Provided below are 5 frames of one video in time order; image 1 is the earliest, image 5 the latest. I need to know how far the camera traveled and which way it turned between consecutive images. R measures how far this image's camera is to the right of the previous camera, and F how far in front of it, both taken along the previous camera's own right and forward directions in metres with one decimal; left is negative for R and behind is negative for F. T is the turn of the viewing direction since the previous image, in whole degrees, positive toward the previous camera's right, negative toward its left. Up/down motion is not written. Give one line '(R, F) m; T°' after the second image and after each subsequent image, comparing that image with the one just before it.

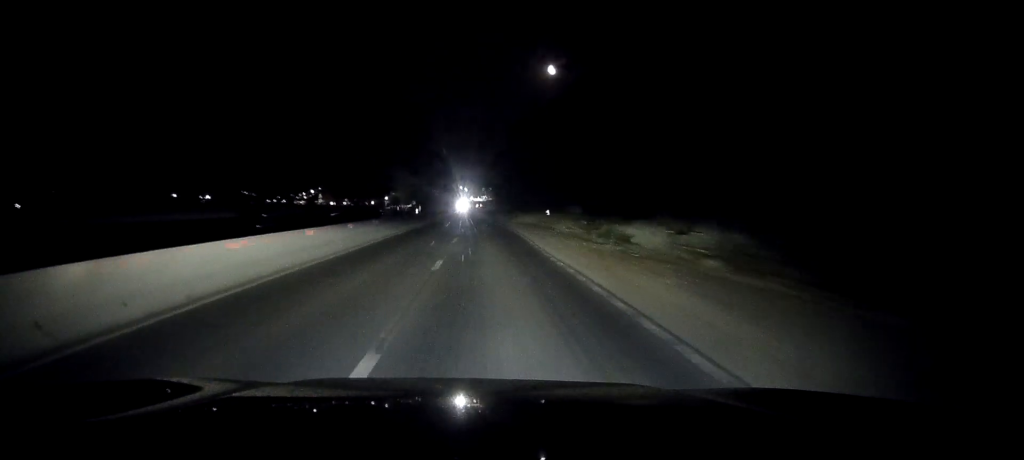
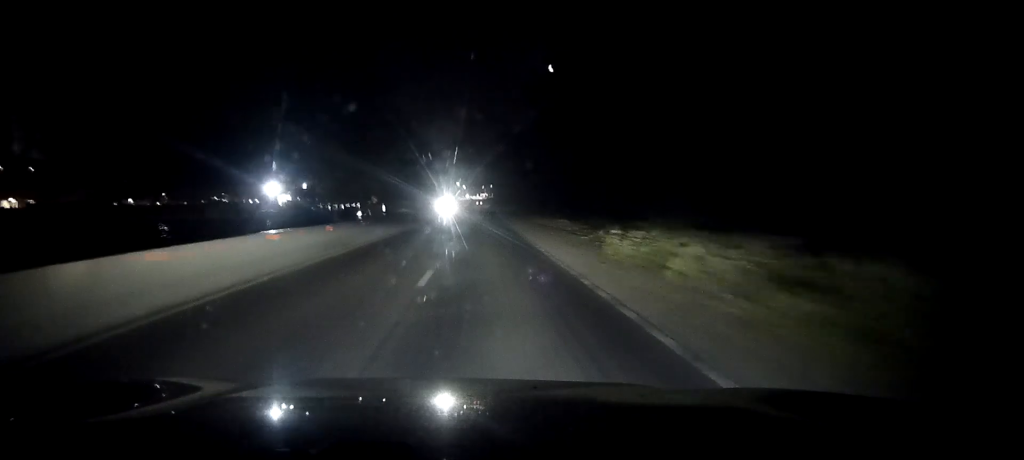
(+0.1, +63.7) m; 0°
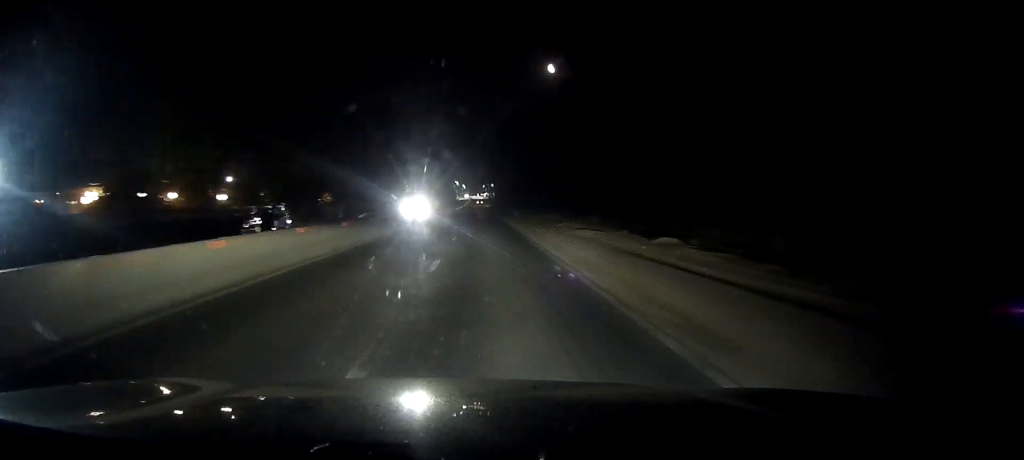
(0.0, +33.6) m; 0°
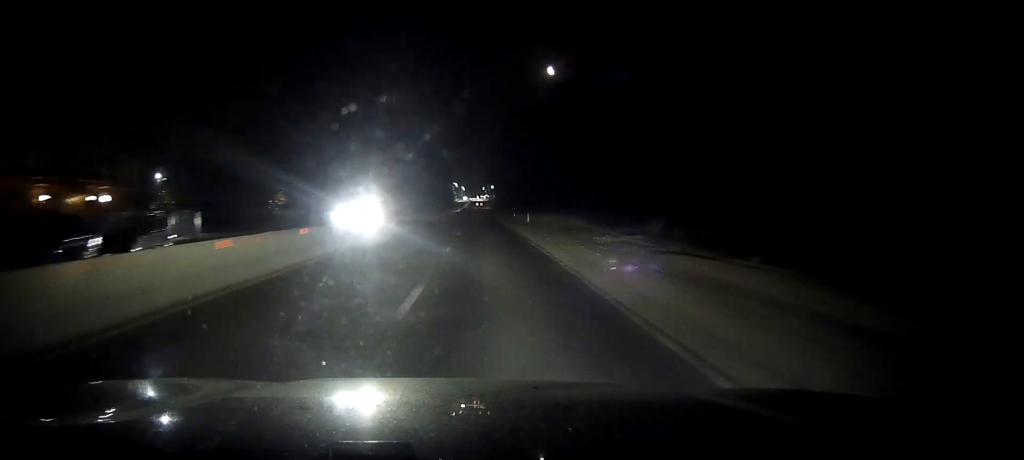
(0.0, +17.6) m; 0°
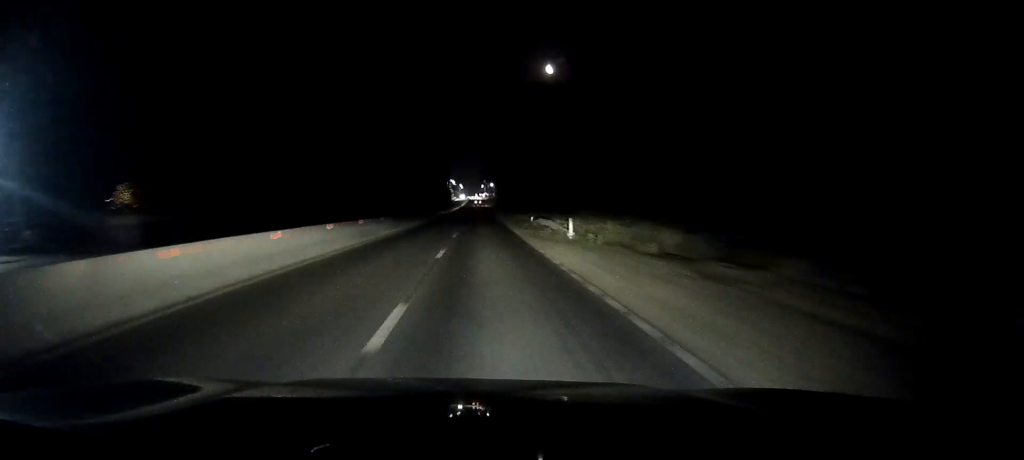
(+0.1, +26.3) m; 0°
